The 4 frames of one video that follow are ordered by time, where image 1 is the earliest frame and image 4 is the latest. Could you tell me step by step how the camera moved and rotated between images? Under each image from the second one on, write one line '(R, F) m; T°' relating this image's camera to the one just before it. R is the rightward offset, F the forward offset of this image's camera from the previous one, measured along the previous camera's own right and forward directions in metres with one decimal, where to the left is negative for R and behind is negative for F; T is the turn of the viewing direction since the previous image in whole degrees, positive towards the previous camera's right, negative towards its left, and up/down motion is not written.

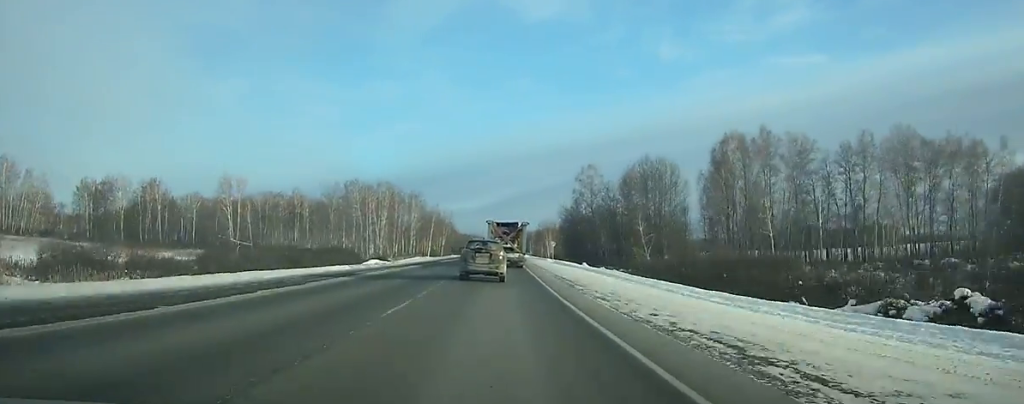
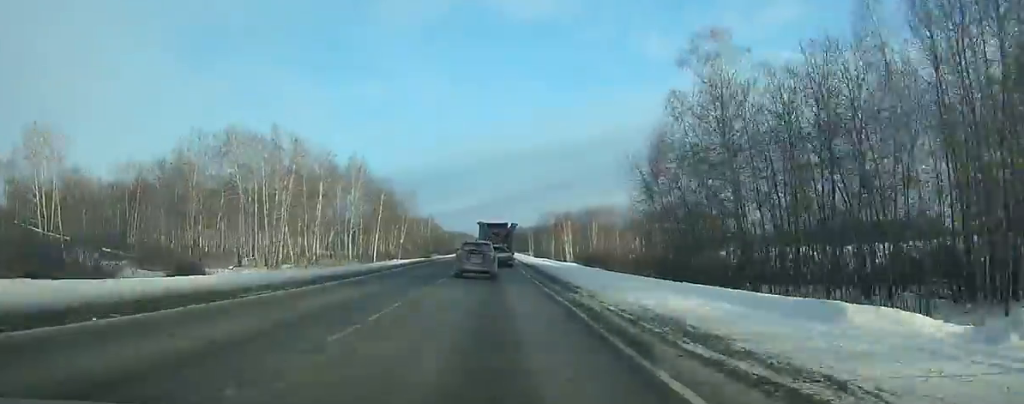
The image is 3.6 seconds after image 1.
(+0.5, +80.6) m; 0°
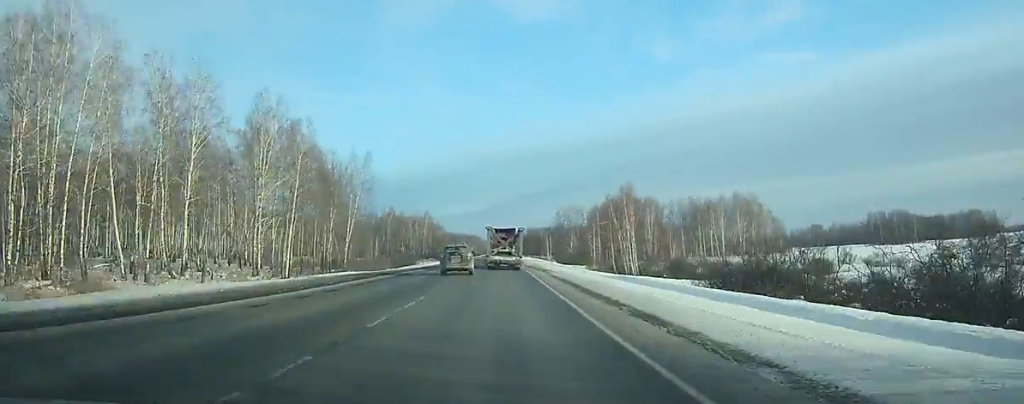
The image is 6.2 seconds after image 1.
(-0.1, +59.9) m; 0°
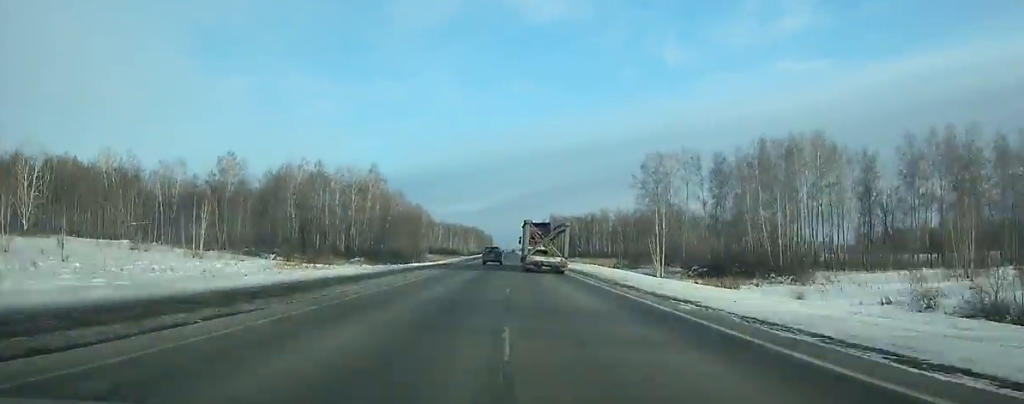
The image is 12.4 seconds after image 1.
(-1.1, +154.6) m; 0°
